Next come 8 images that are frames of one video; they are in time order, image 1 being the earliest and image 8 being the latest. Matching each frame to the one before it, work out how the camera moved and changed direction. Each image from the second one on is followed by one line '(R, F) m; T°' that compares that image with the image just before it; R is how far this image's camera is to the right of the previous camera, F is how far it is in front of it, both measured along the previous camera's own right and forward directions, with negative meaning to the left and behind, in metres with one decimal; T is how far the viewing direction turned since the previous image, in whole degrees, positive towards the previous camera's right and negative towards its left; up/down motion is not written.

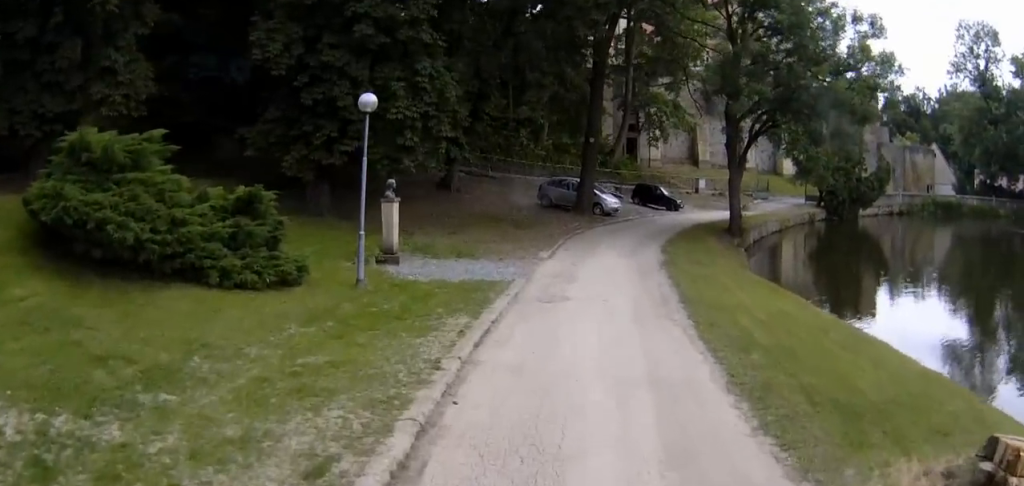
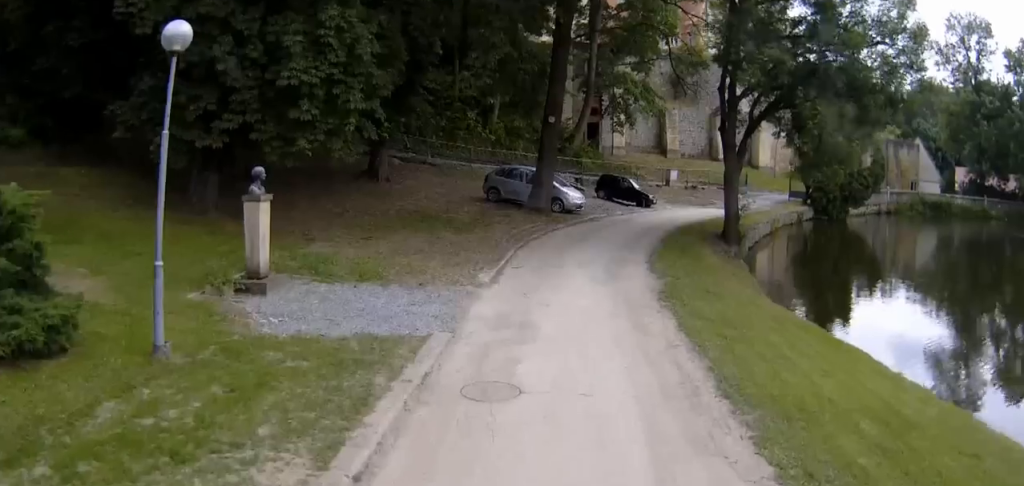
(+0.2, +6.6) m; +2°
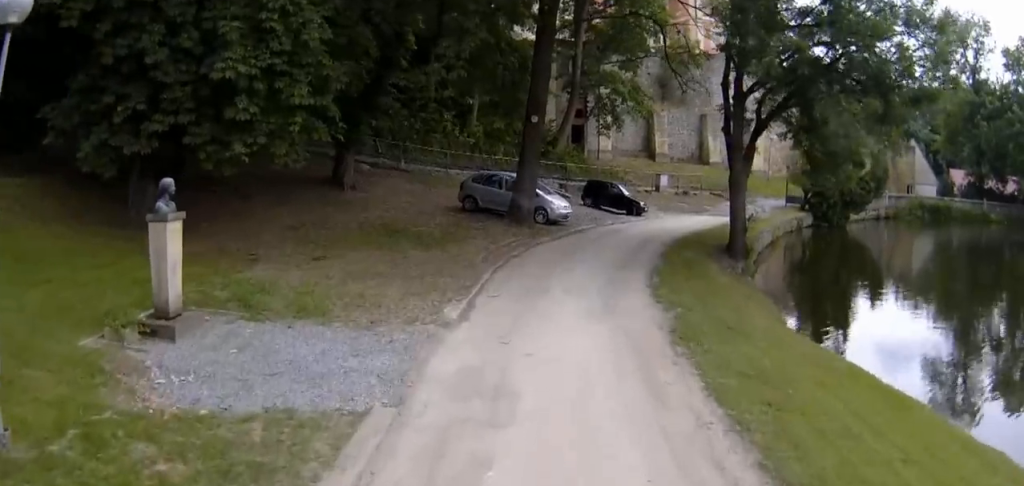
(0.0, +2.9) m; 0°
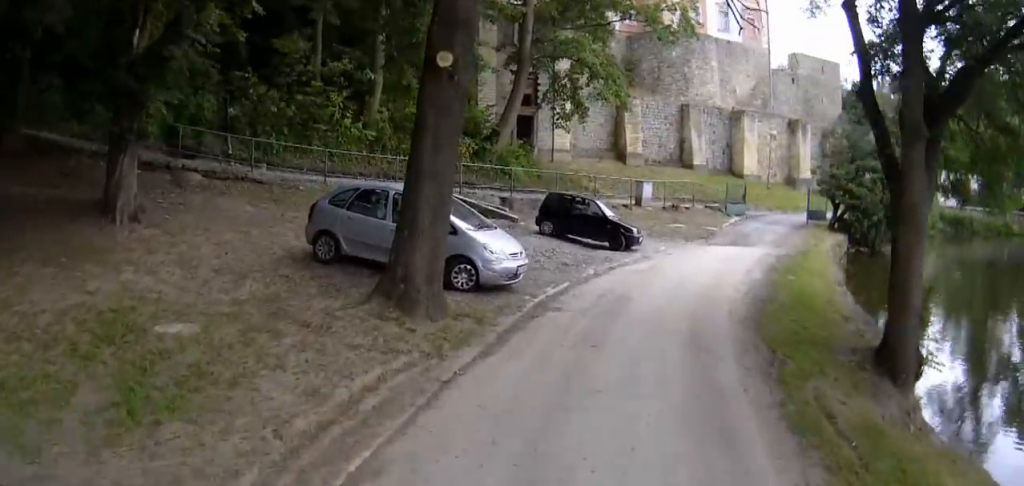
(+0.5, +12.3) m; +8°
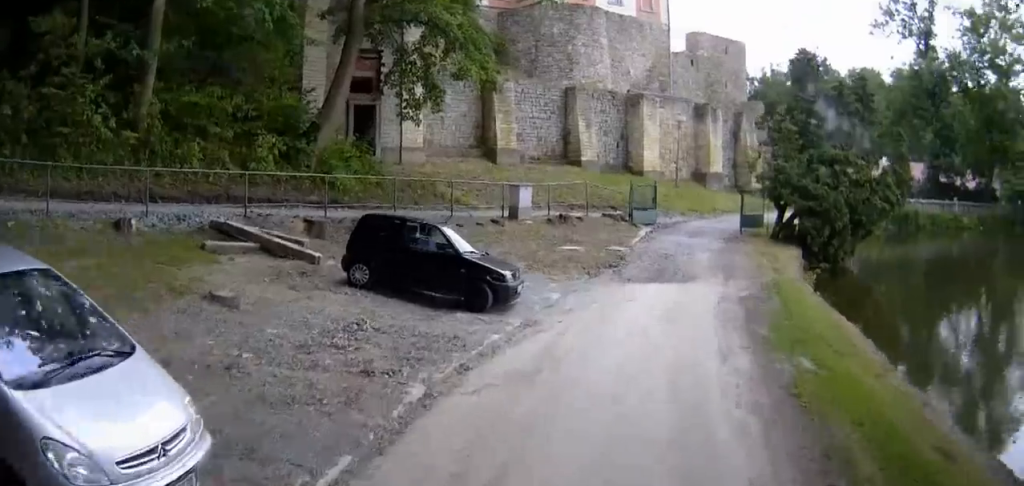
(+0.6, +7.5) m; +9°
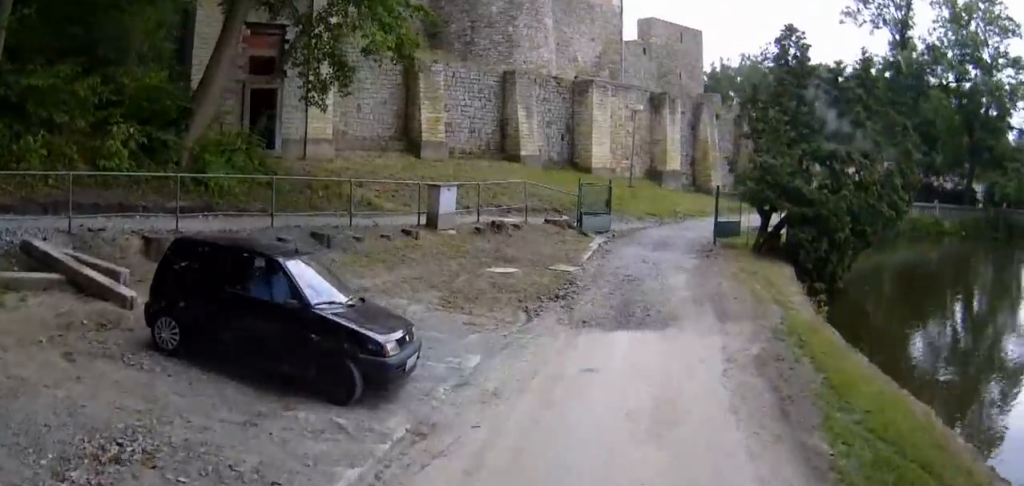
(+0.2, +4.5) m; +4°
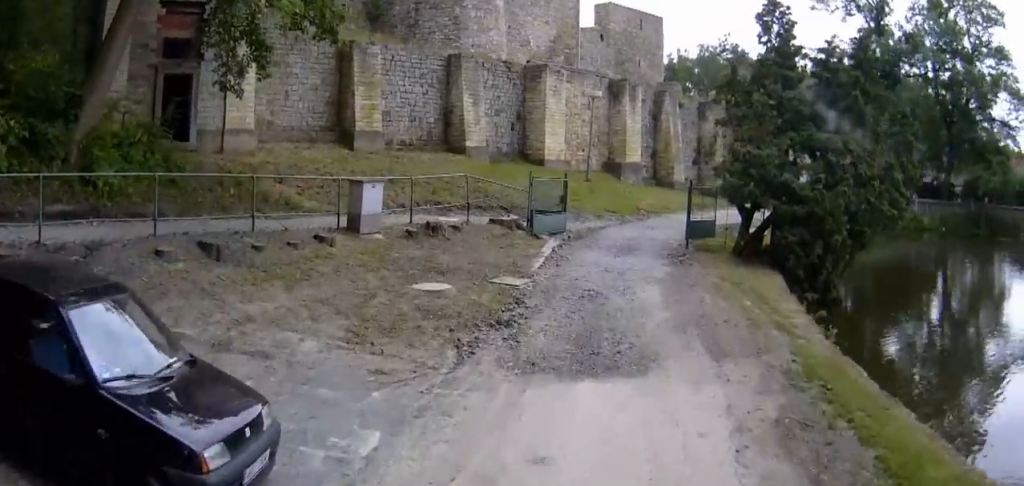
(+0.1, +2.9) m; +2°
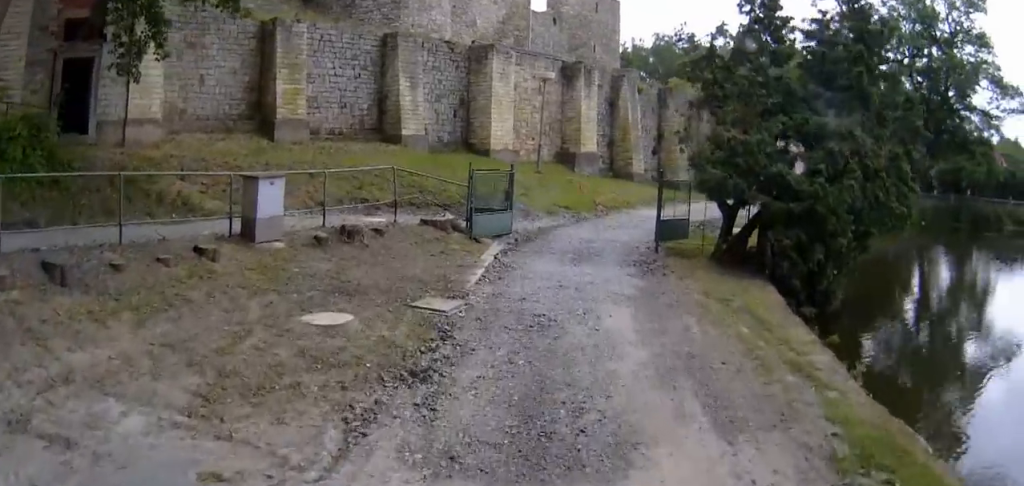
(+0.1, +3.1) m; +1°
